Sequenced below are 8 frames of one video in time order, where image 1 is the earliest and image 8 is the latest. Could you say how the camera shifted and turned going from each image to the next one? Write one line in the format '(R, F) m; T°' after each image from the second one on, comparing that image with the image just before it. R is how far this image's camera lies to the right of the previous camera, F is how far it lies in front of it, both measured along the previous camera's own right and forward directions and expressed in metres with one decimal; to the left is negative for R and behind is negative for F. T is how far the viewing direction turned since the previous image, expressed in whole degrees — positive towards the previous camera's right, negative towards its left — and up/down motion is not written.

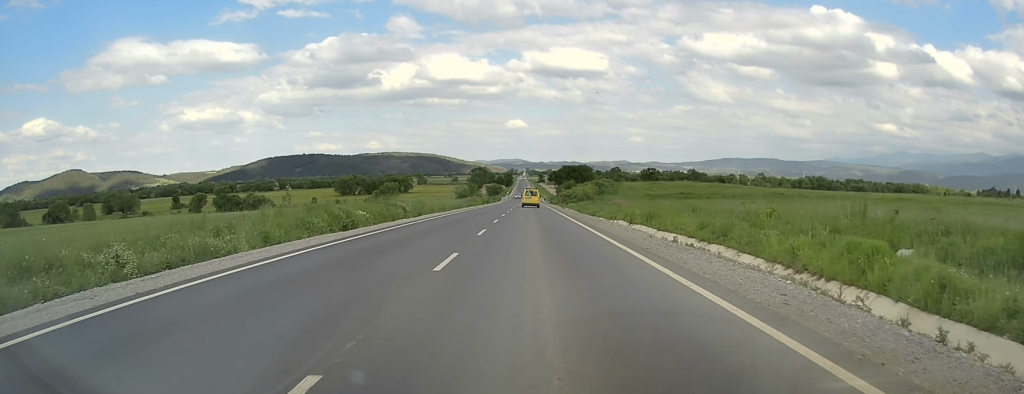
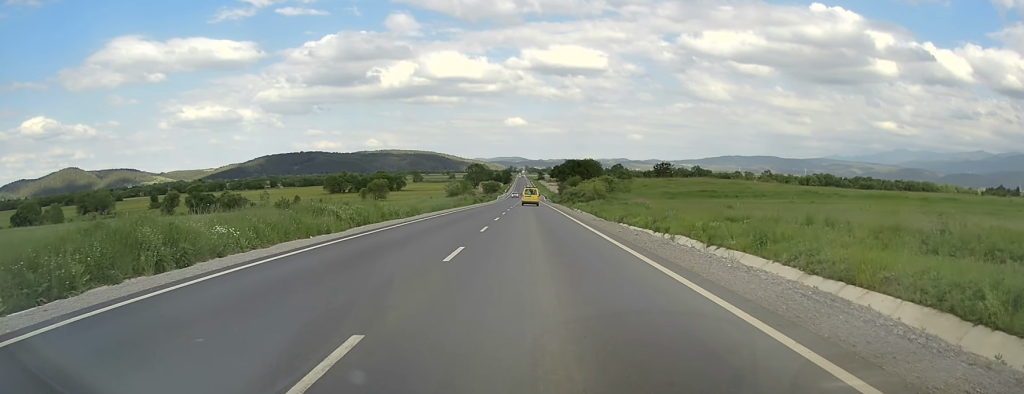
(0.0, +17.0) m; +1°
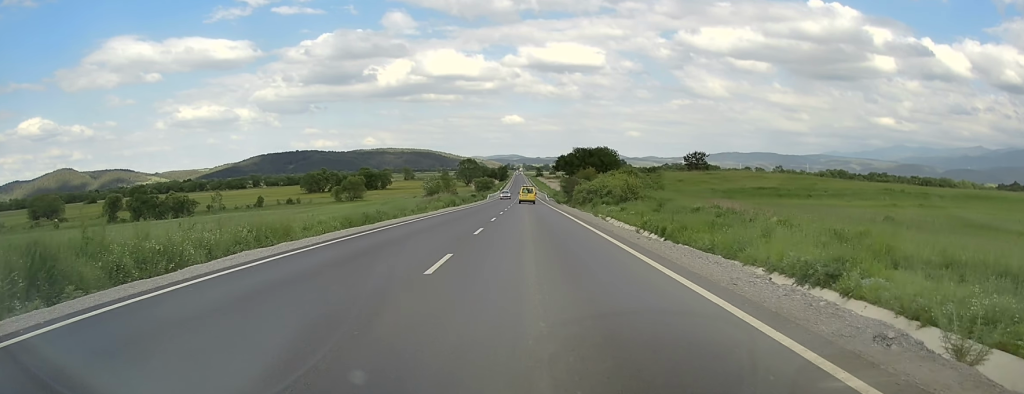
(+0.4, +29.2) m; 0°
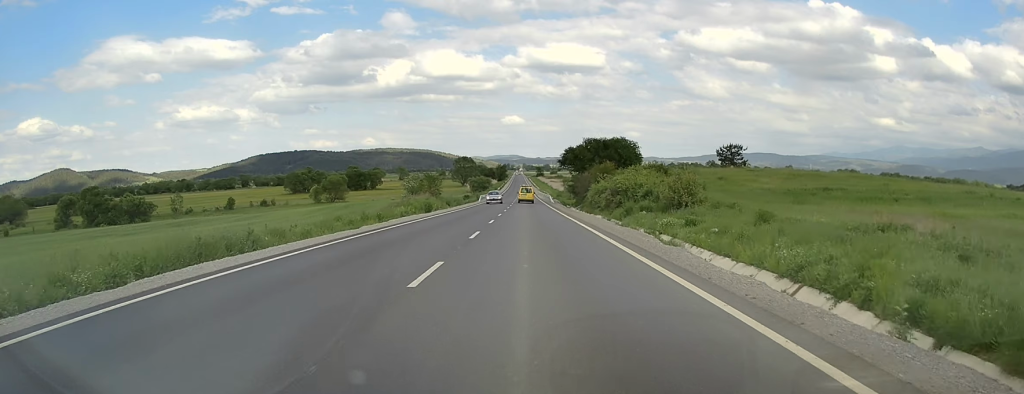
(-0.2, +19.6) m; -1°
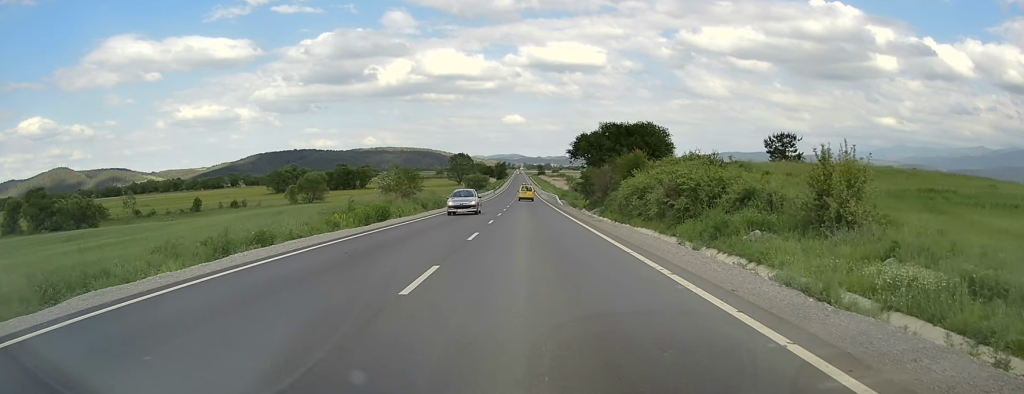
(-0.1, +18.8) m; 0°
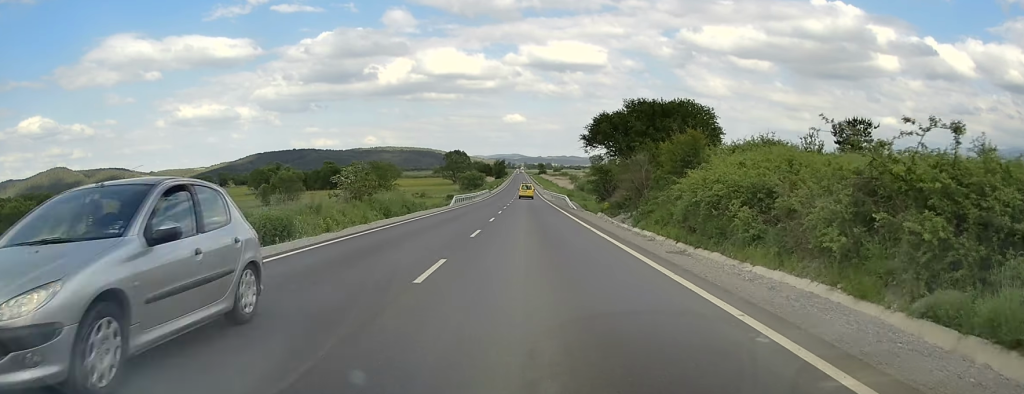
(0.0, +17.3) m; 0°
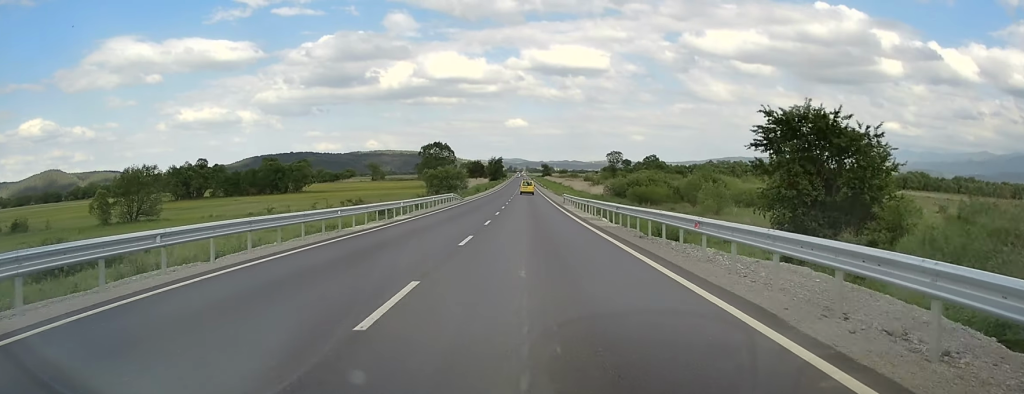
(+0.6, +57.8) m; 0°
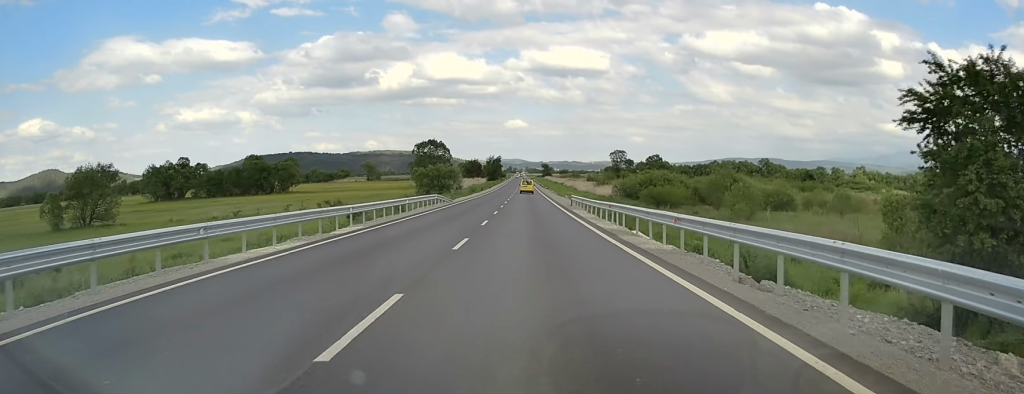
(-0.1, +10.1) m; 0°
